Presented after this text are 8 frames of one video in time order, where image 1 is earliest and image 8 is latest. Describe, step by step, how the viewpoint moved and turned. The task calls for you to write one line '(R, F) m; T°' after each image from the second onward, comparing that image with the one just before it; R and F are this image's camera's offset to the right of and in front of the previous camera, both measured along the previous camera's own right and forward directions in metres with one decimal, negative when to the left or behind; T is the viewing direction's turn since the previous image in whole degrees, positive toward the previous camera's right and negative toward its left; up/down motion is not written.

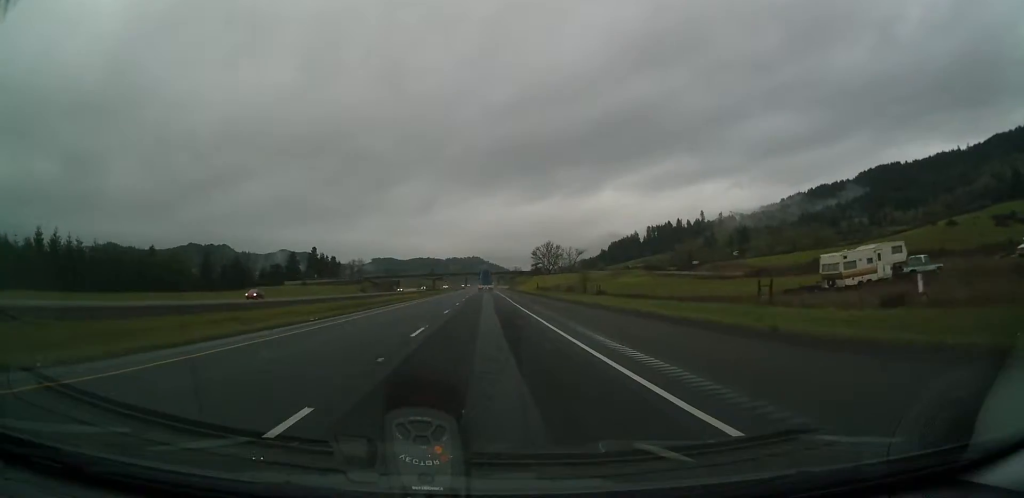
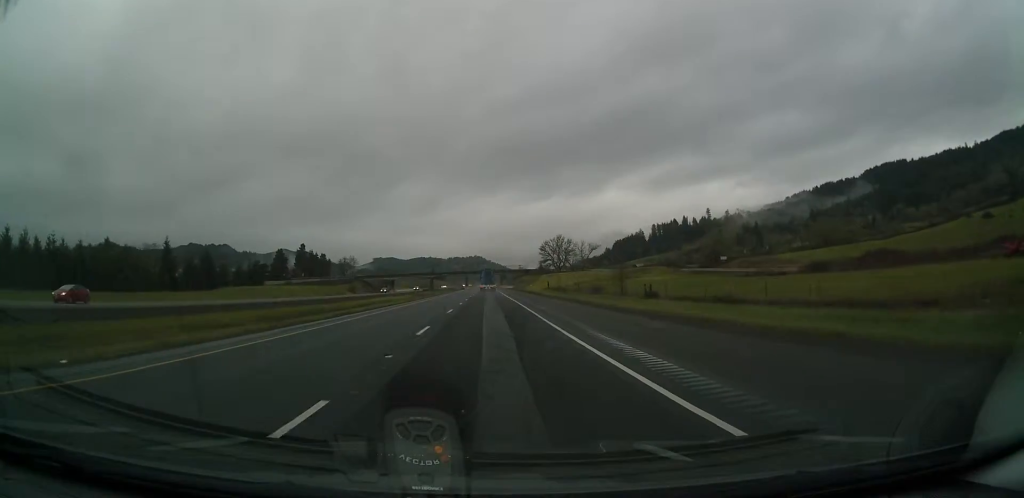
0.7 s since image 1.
(+0.2, +23.9) m; 0°
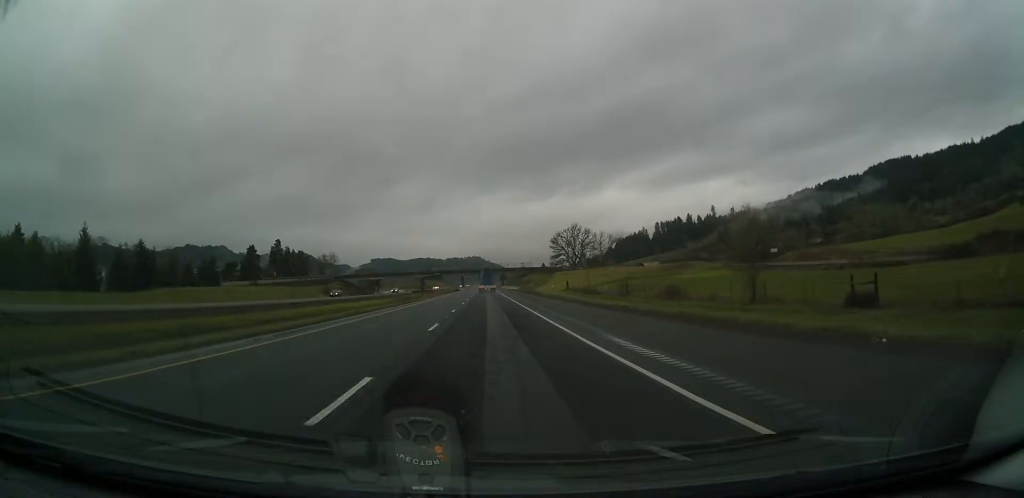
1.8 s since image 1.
(+0.1, +34.7) m; -1°
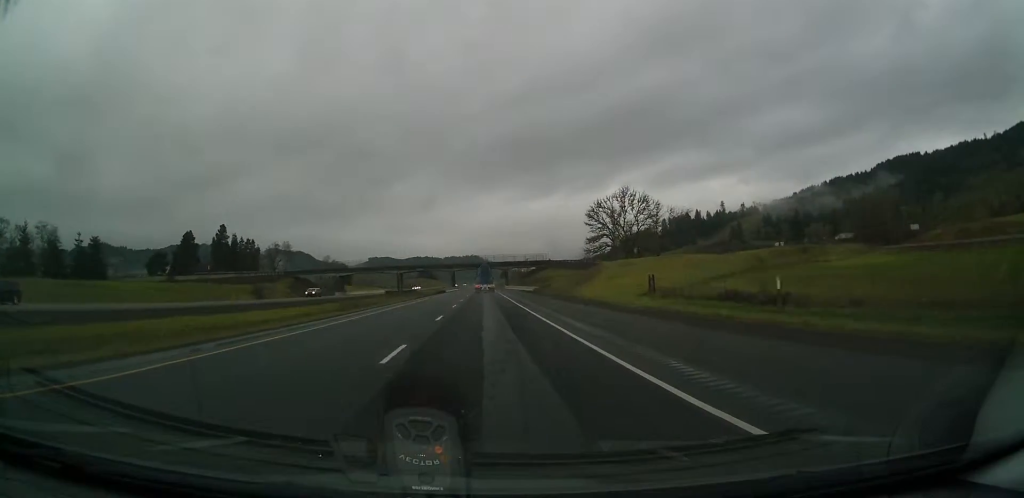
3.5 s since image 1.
(-0.4, +56.5) m; 0°
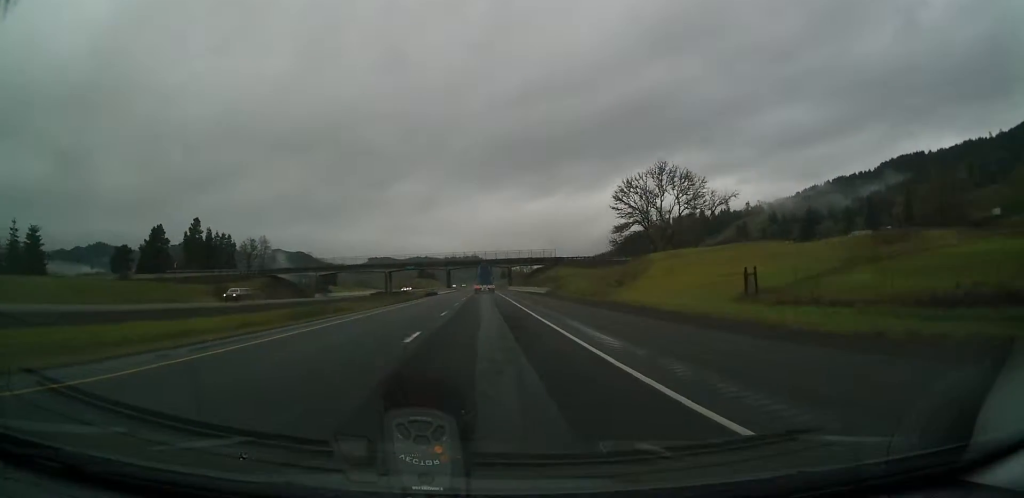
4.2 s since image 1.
(+0.2, +20.6) m; 0°
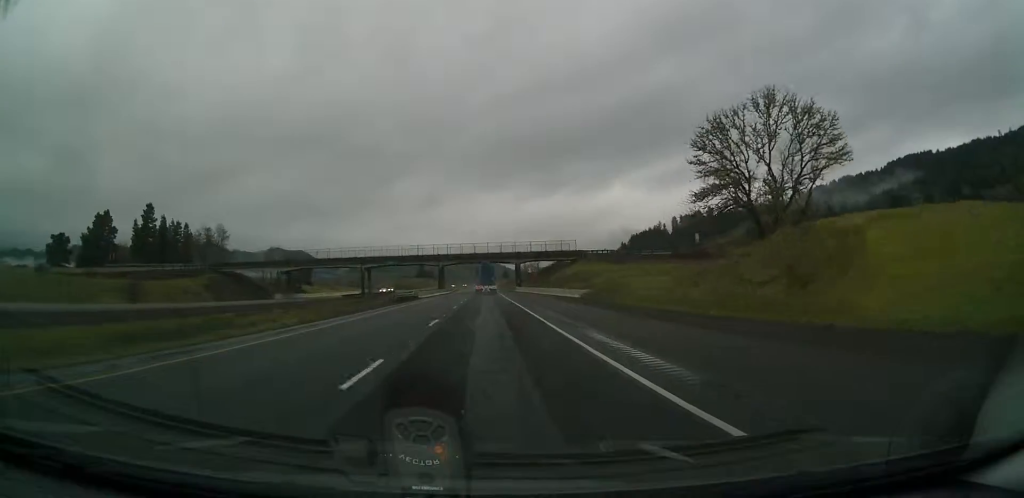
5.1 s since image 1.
(-0.3, +30.4) m; 0°
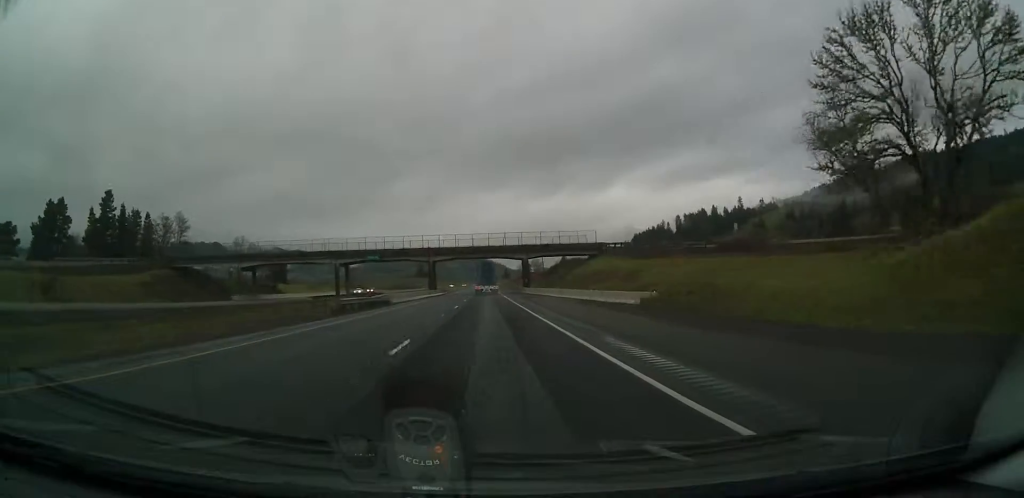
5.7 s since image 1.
(+0.2, +20.7) m; 0°
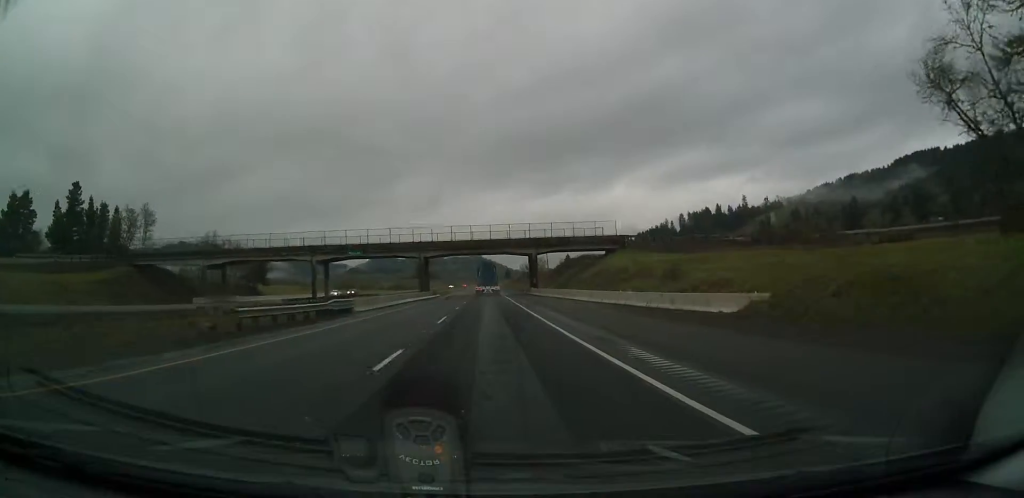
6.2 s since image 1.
(0.0, +14.2) m; 0°
